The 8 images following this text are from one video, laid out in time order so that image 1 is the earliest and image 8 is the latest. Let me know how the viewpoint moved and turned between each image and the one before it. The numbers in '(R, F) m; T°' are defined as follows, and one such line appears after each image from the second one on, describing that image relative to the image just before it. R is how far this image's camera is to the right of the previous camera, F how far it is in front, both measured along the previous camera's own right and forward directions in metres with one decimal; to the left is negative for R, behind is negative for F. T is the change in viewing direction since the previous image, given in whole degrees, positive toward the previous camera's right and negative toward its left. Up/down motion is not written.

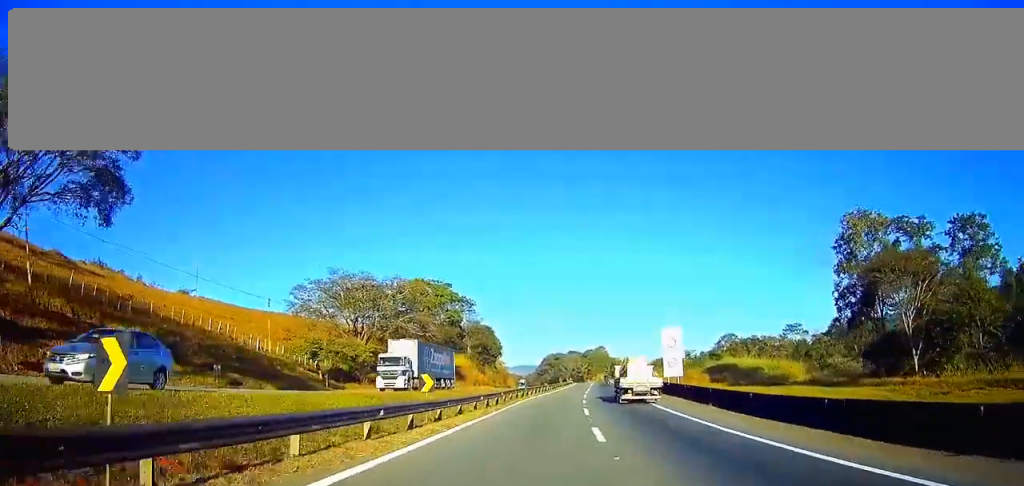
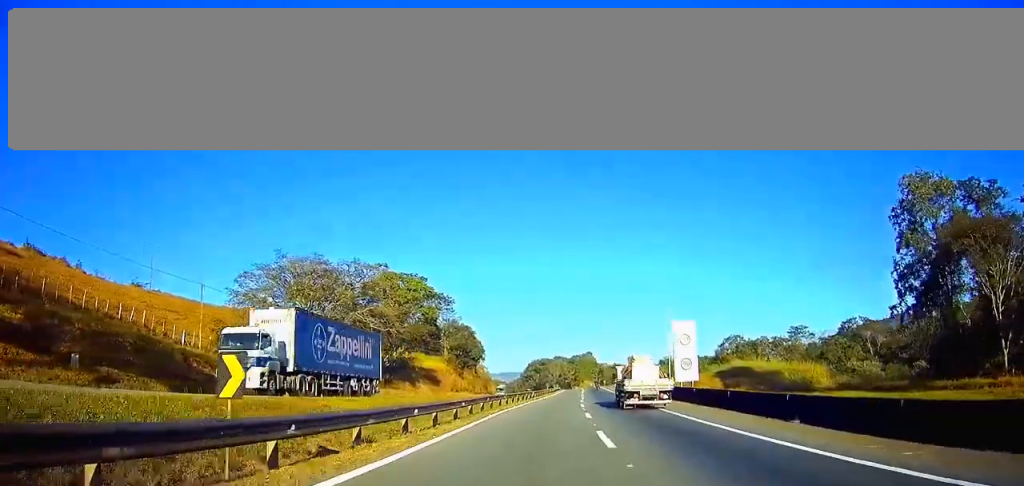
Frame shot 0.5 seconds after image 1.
(+0.1, +13.0) m; +1°
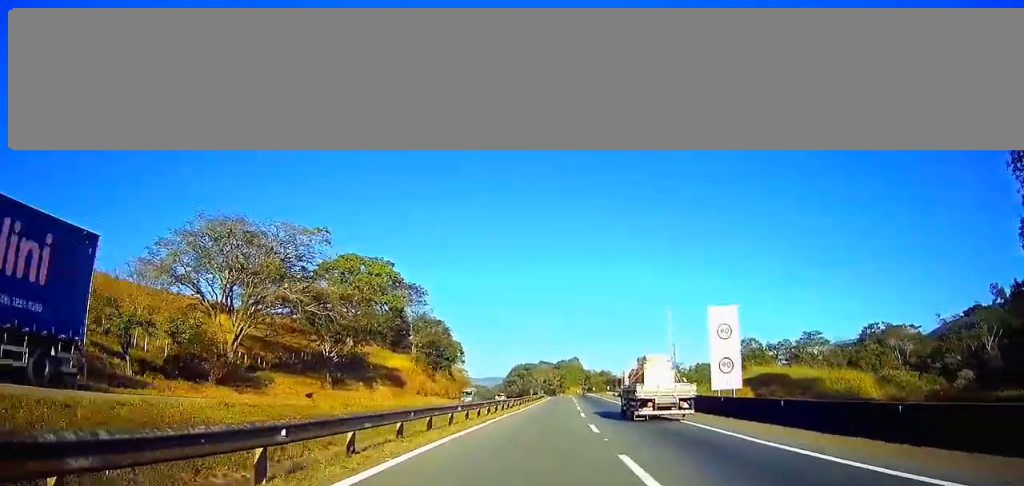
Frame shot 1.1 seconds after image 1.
(+0.2, +16.8) m; +1°
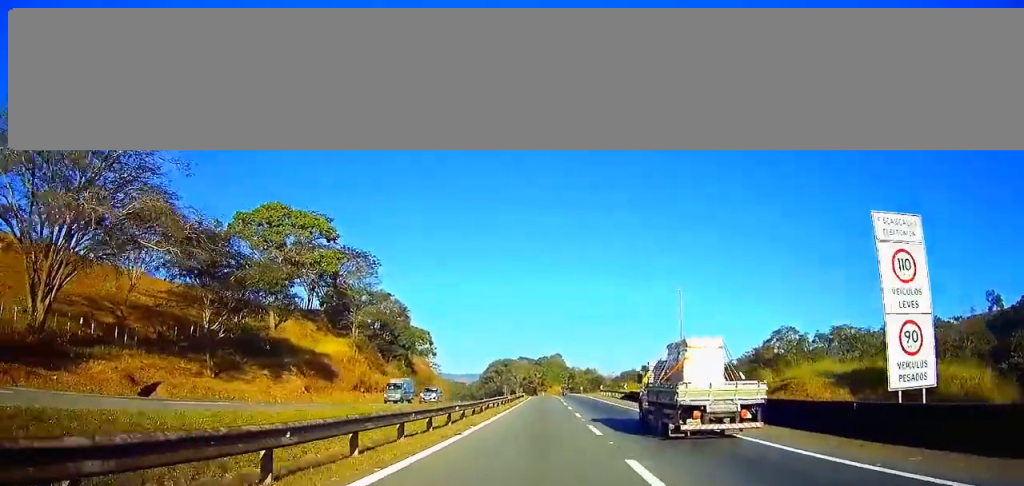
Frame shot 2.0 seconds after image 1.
(+0.3, +24.0) m; +1°
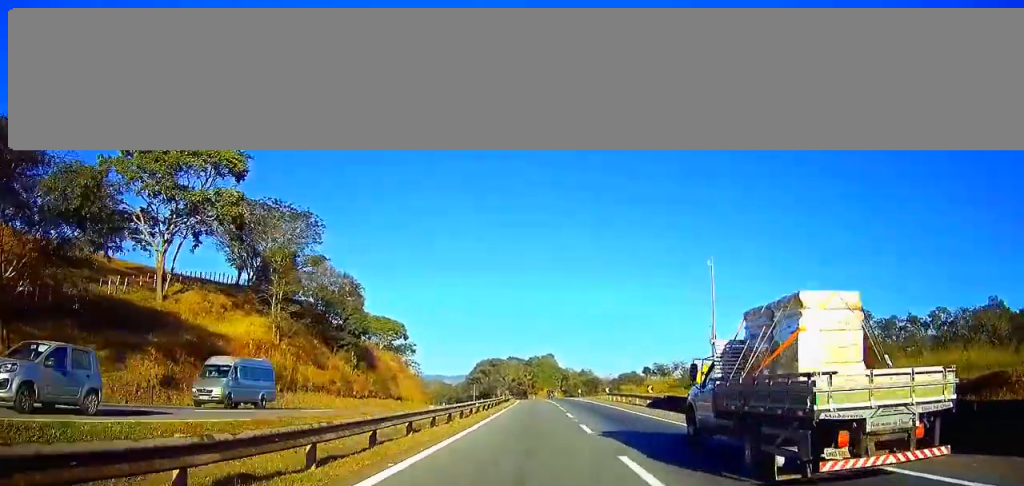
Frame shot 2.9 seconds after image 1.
(+0.2, +22.4) m; +1°
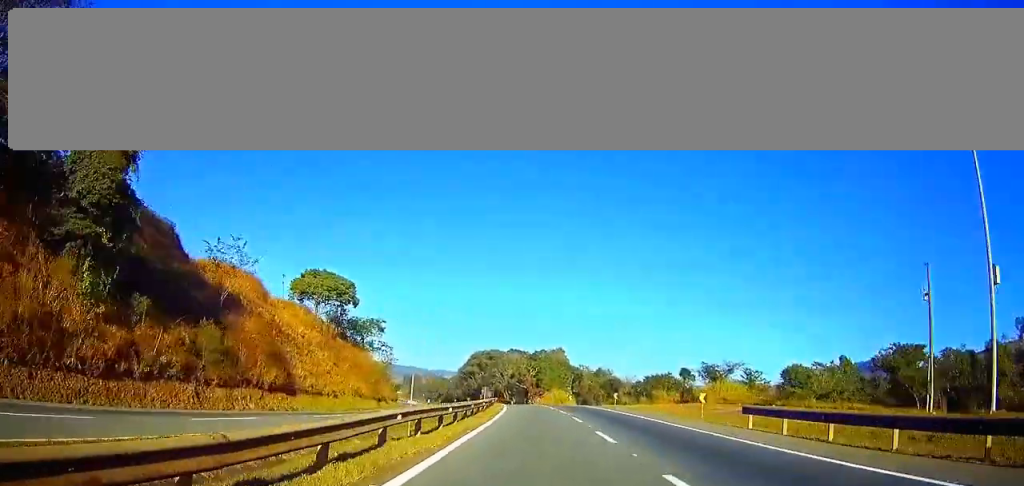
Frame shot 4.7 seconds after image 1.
(+0.2, +48.6) m; 0°
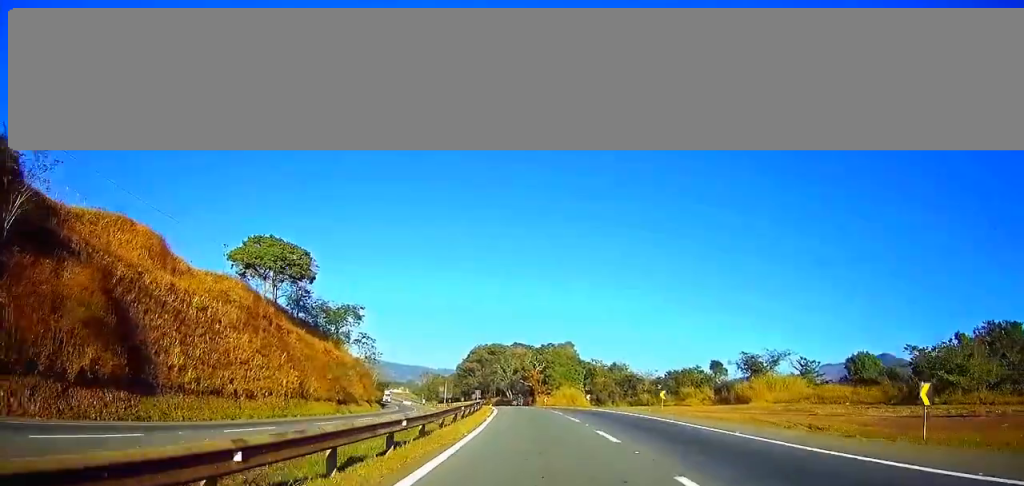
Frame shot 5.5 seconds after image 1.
(-0.2, +23.7) m; -1°
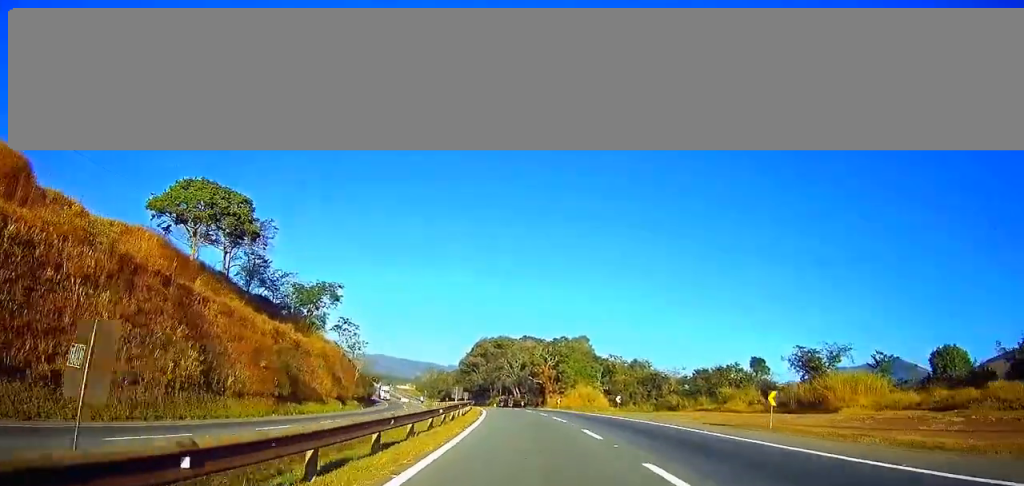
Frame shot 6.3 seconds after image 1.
(-0.2, +21.3) m; -1°
